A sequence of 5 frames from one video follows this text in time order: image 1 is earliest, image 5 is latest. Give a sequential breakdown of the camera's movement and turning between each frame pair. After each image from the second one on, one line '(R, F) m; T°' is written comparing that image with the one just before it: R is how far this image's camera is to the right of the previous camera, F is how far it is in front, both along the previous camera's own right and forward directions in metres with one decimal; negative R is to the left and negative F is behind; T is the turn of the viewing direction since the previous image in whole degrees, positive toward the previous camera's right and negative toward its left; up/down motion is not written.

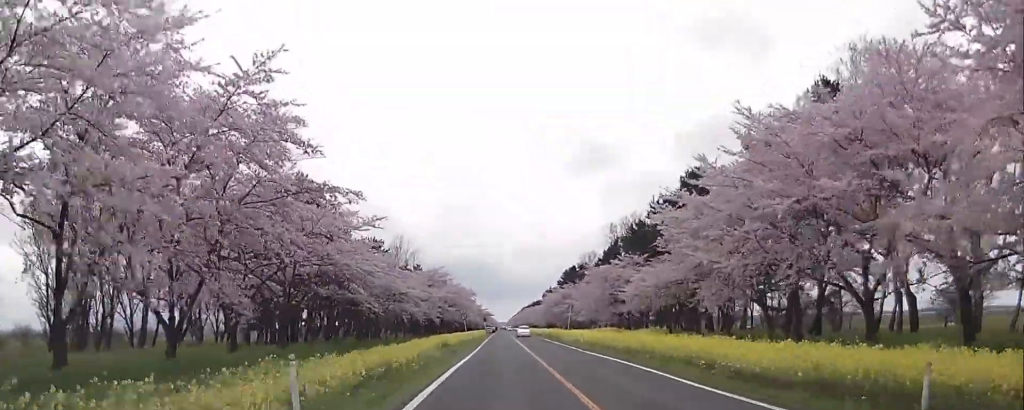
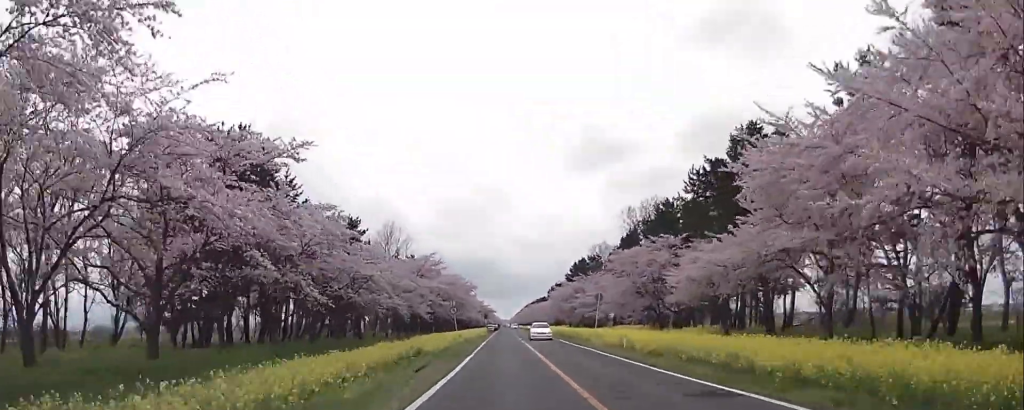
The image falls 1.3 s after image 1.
(+0.1, +16.5) m; -2°
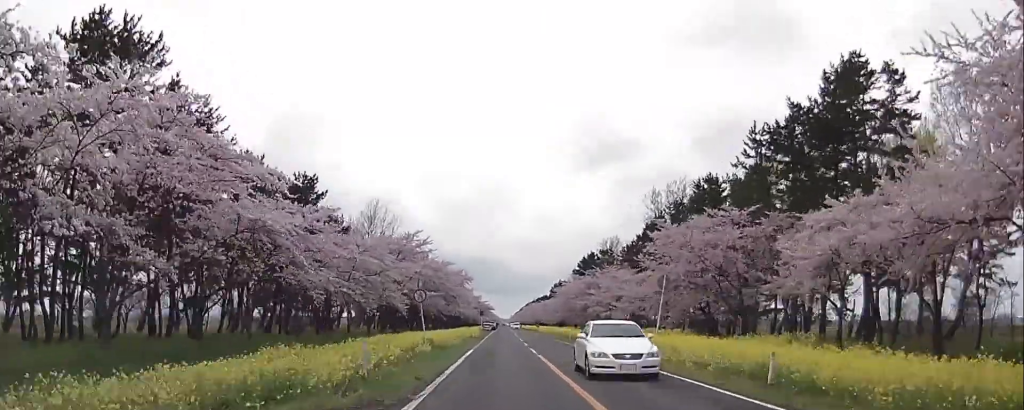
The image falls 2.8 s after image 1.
(-0.2, +18.4) m; +1°
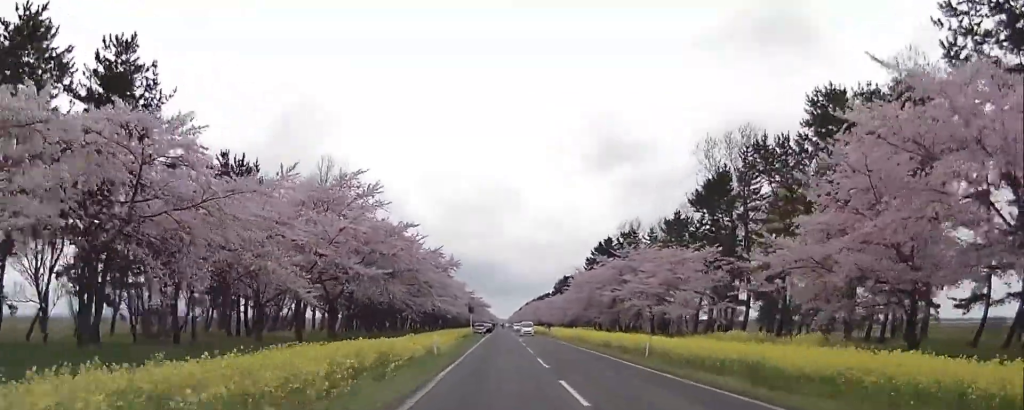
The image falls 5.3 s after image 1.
(+0.6, +30.2) m; +1°
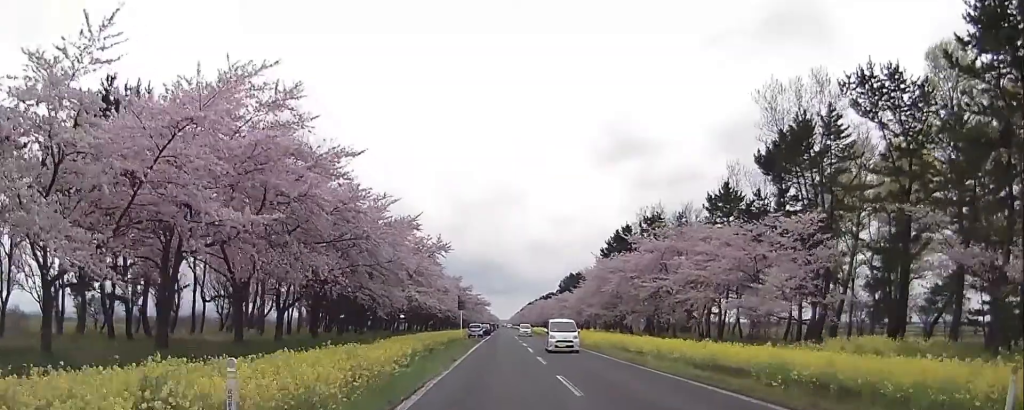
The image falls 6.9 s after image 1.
(0.0, +19.1) m; -2°
